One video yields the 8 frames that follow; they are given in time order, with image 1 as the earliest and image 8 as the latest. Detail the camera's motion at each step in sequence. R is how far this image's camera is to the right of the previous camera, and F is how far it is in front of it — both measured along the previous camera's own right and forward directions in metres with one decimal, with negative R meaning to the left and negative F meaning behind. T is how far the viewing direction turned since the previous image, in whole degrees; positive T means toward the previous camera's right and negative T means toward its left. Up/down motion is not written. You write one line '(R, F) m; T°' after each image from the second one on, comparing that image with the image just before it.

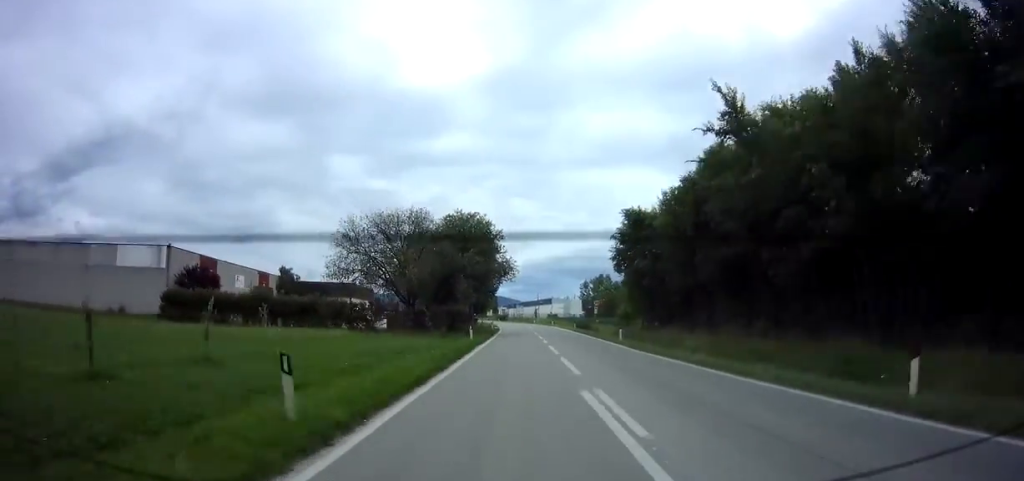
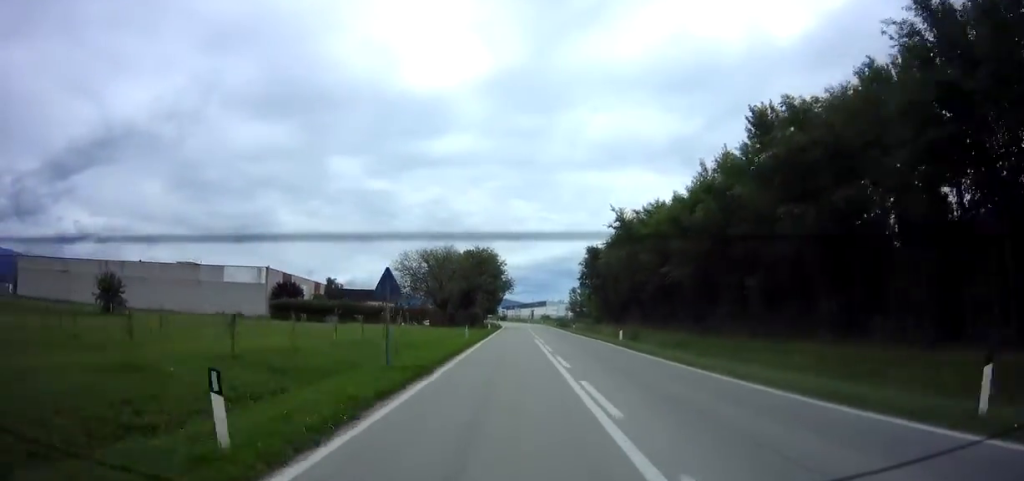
(0.0, +23.5) m; 0°
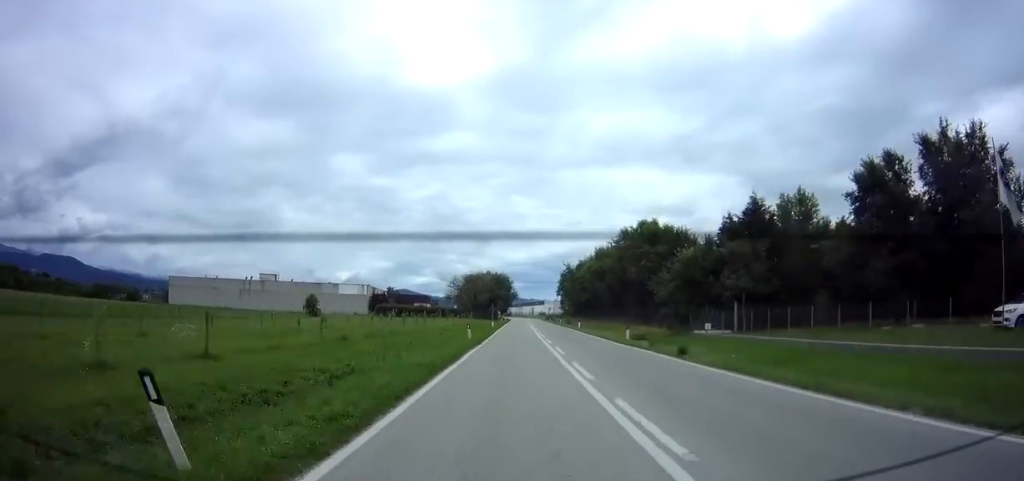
(+0.8, +49.6) m; 0°
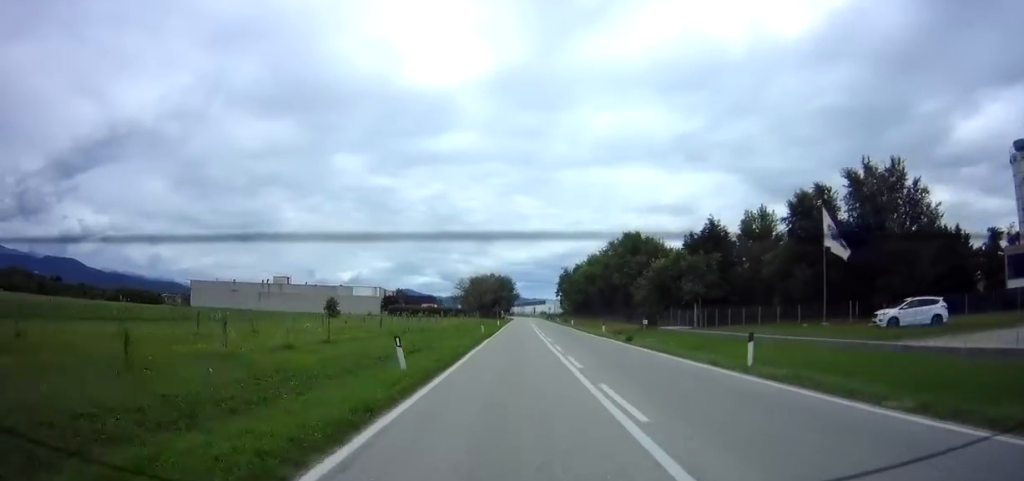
(-0.2, +9.1) m; 0°
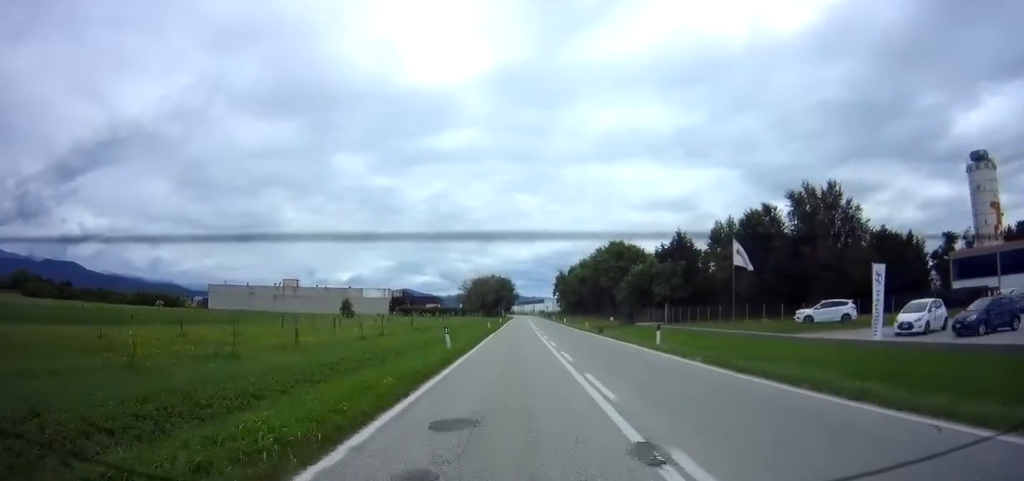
(-0.2, +9.1) m; 0°
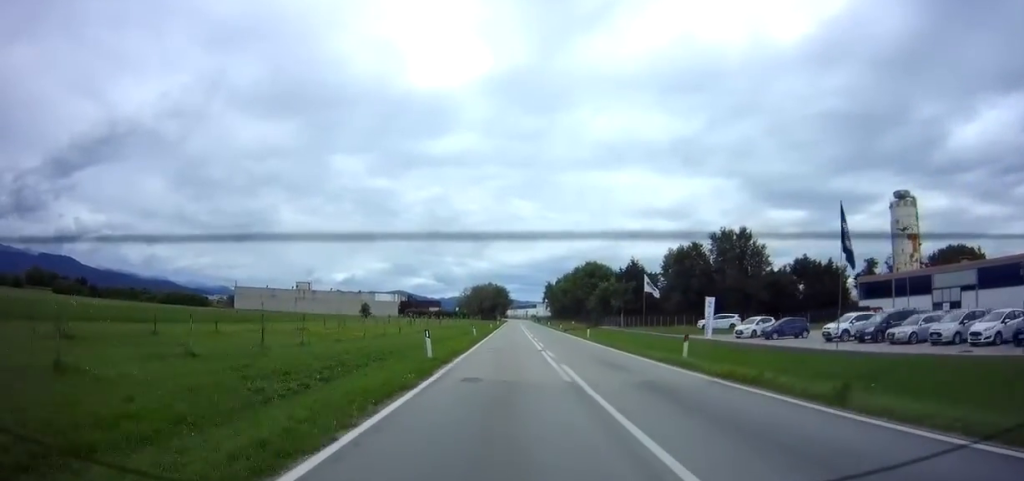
(+0.5, +19.6) m; +2°
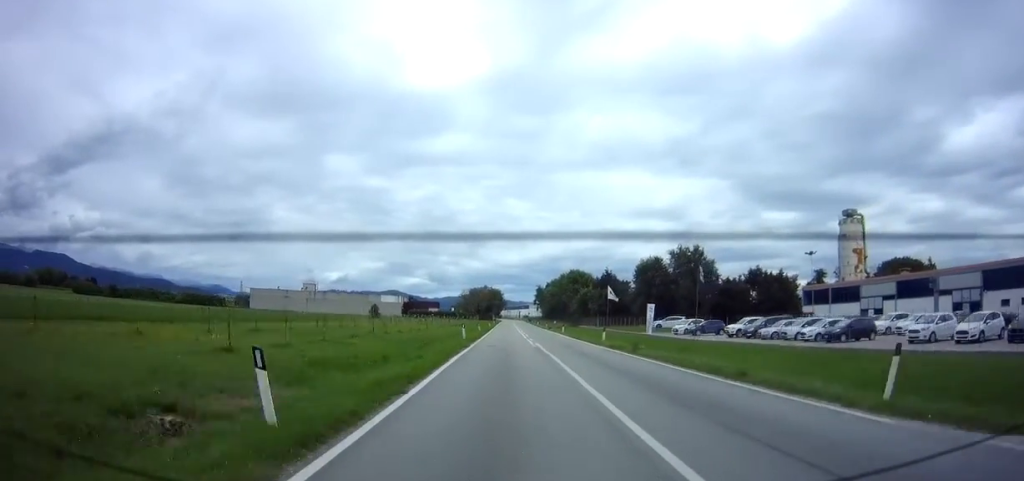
(0.0, +15.0) m; +1°
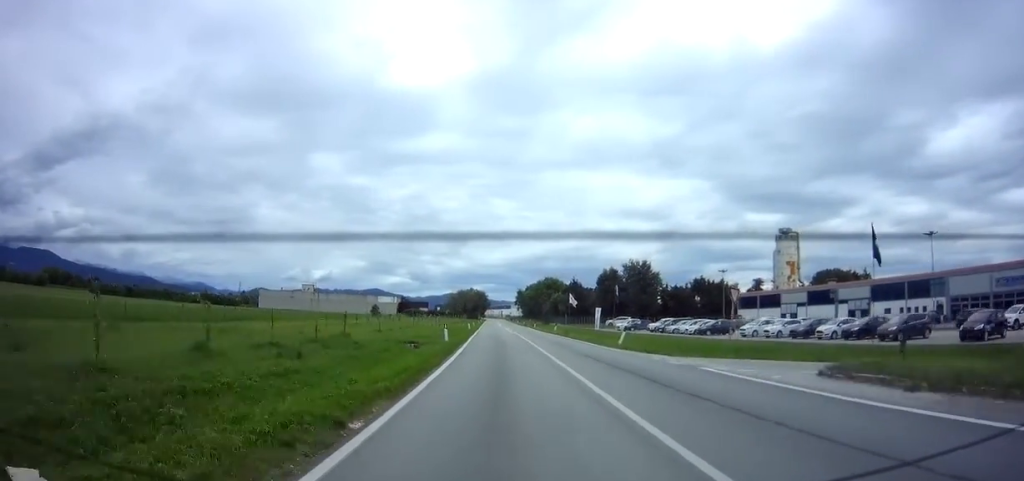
(+0.4, +20.3) m; +2°
